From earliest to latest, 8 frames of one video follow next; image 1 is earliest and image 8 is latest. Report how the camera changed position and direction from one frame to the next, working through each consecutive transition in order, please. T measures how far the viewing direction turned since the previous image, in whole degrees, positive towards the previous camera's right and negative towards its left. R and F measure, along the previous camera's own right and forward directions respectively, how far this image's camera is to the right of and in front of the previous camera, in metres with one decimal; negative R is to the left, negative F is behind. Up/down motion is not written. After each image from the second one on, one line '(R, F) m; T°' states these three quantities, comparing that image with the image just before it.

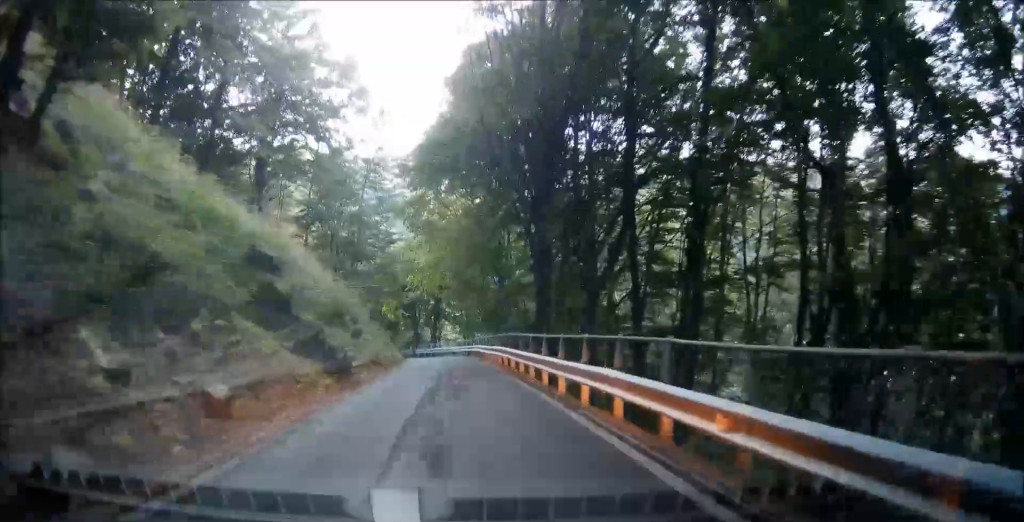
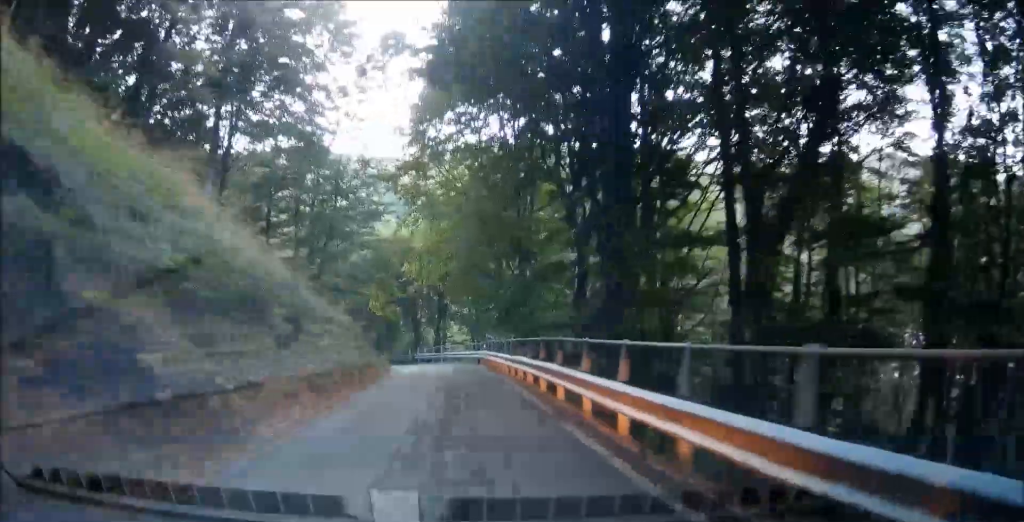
(-0.6, +8.9) m; -11°
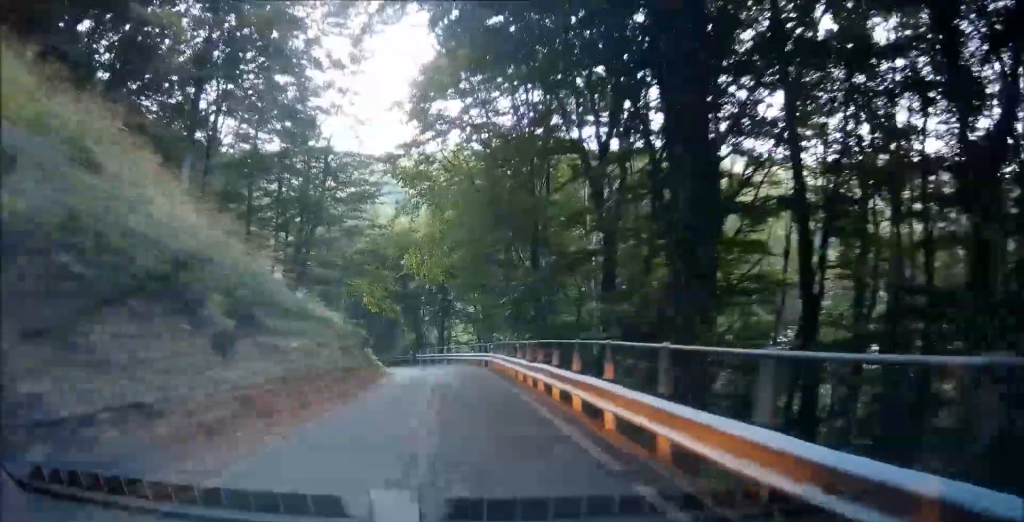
(0.0, +3.5) m; -5°
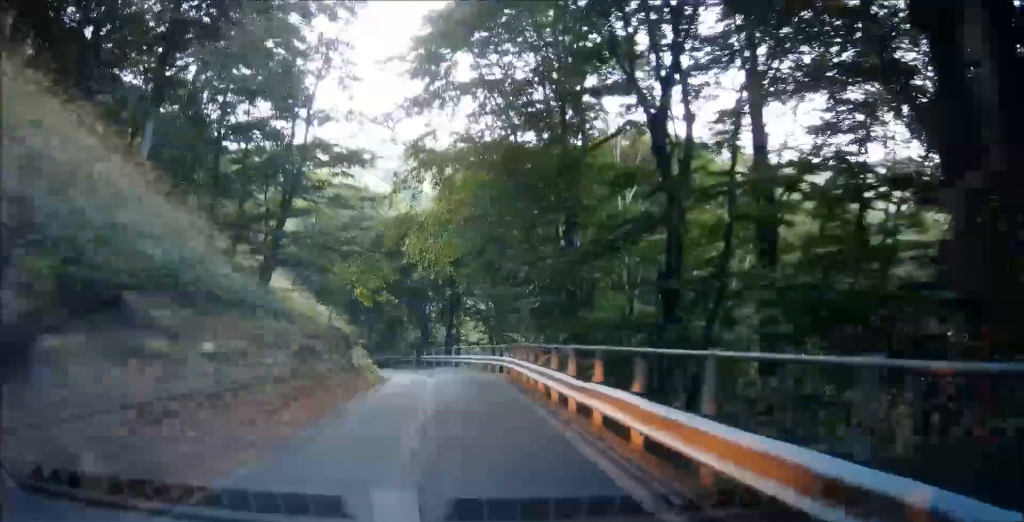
(-0.6, +5.0) m; -3°
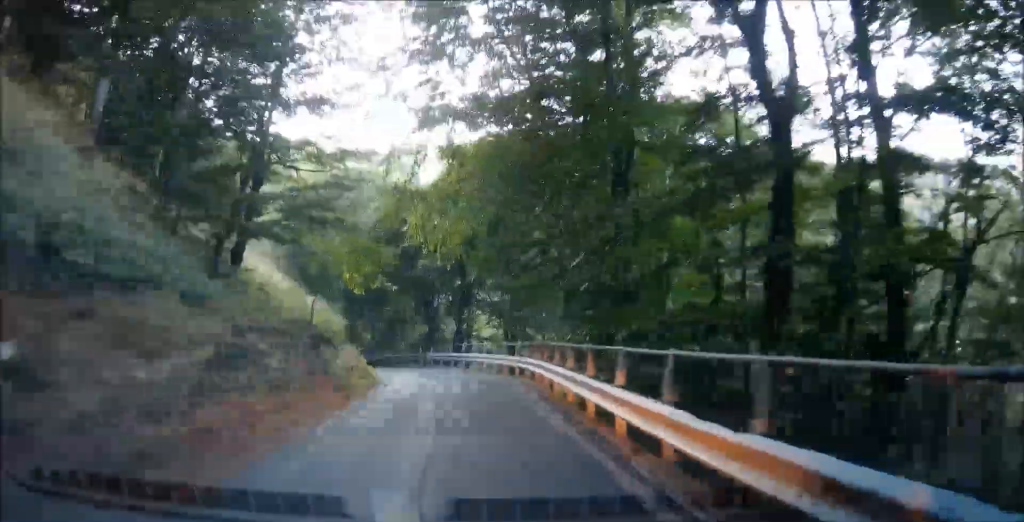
(+0.2, +4.5) m; +4°
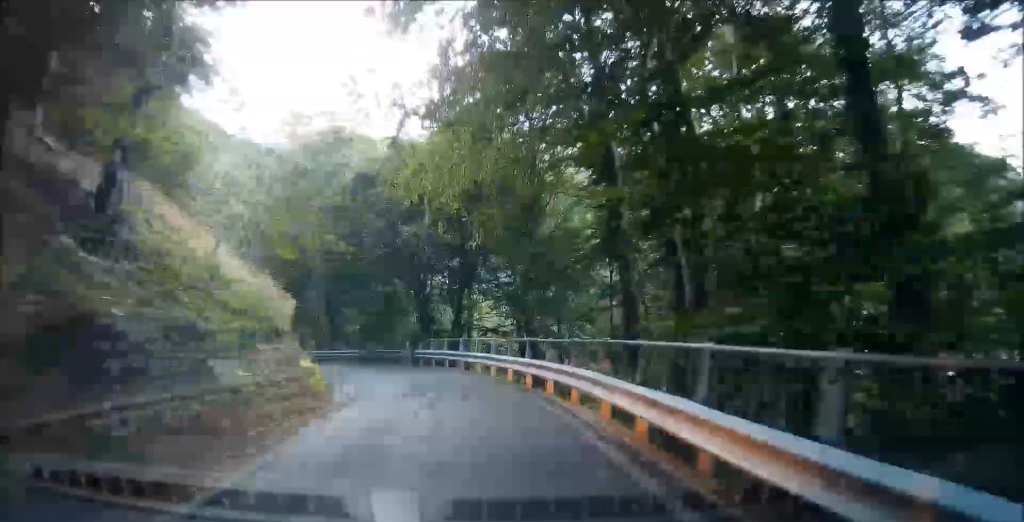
(+0.7, +8.2) m; +8°
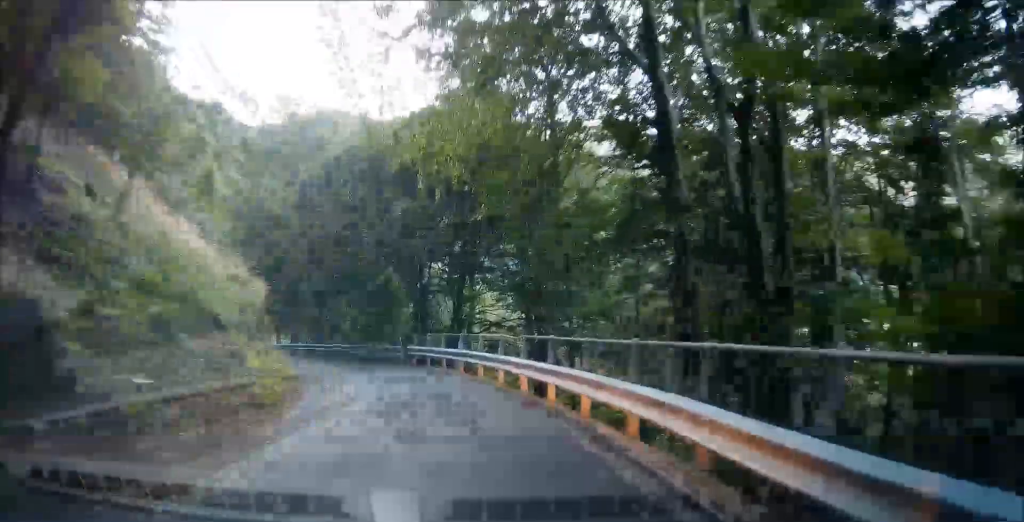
(+0.1, +3.6) m; -4°
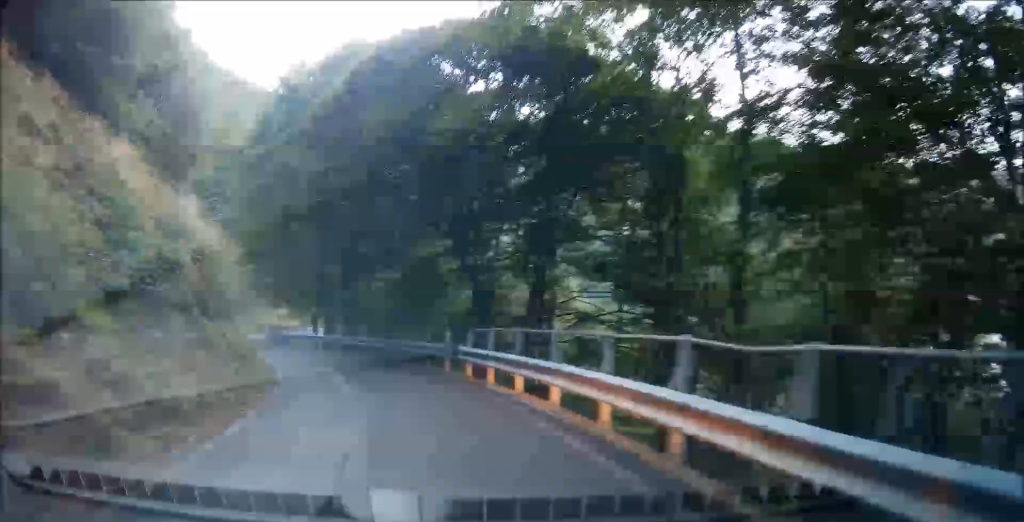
(-1.0, +8.5) m; -23°
